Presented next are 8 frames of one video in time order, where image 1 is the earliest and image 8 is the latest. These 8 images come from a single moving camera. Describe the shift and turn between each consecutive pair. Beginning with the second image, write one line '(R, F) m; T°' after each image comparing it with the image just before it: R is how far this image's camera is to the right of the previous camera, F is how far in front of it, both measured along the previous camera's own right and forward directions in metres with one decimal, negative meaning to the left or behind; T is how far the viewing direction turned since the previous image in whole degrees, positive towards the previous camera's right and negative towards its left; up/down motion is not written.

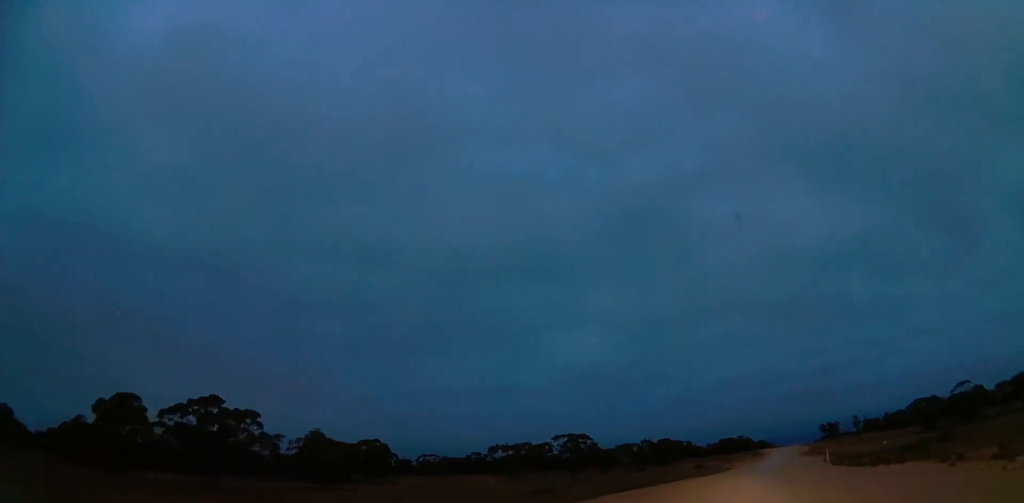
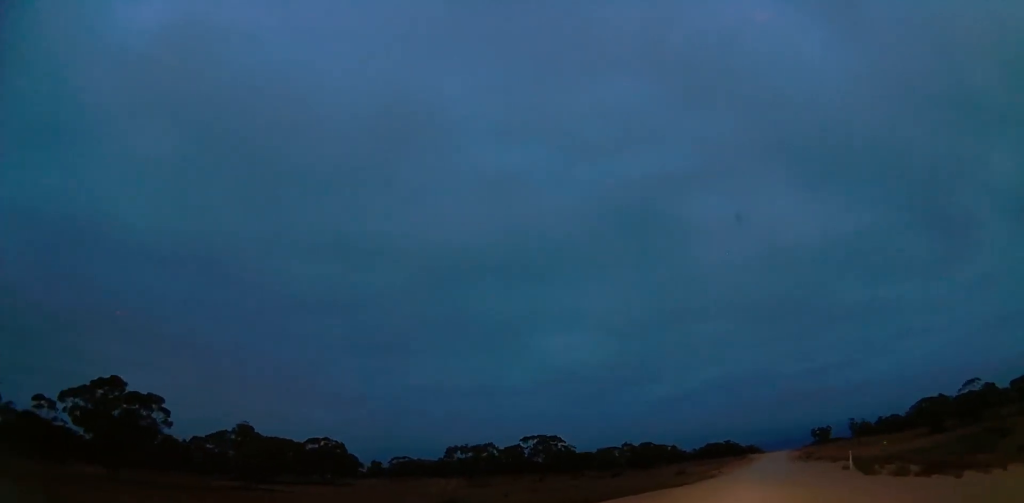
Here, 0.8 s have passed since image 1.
(-0.2, +12.4) m; 0°
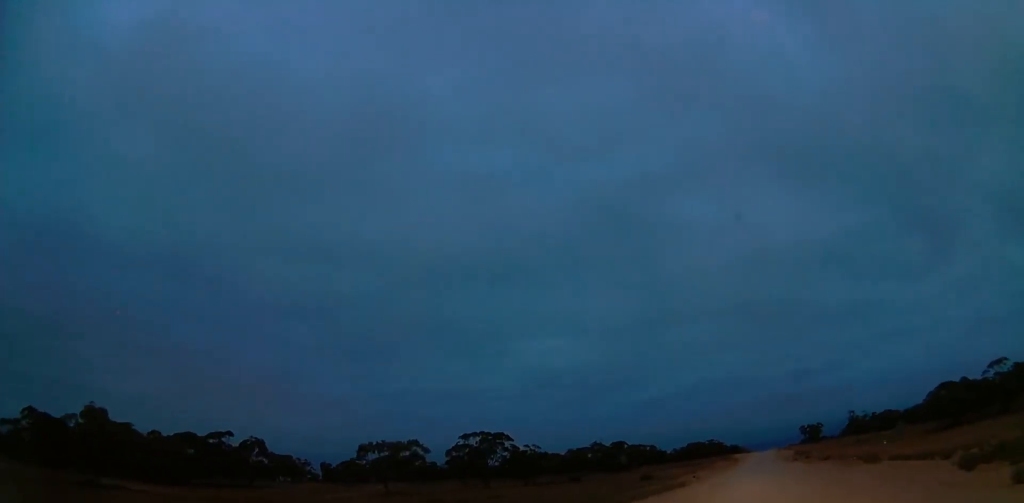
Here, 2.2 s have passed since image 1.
(+0.9, +21.1) m; +5°
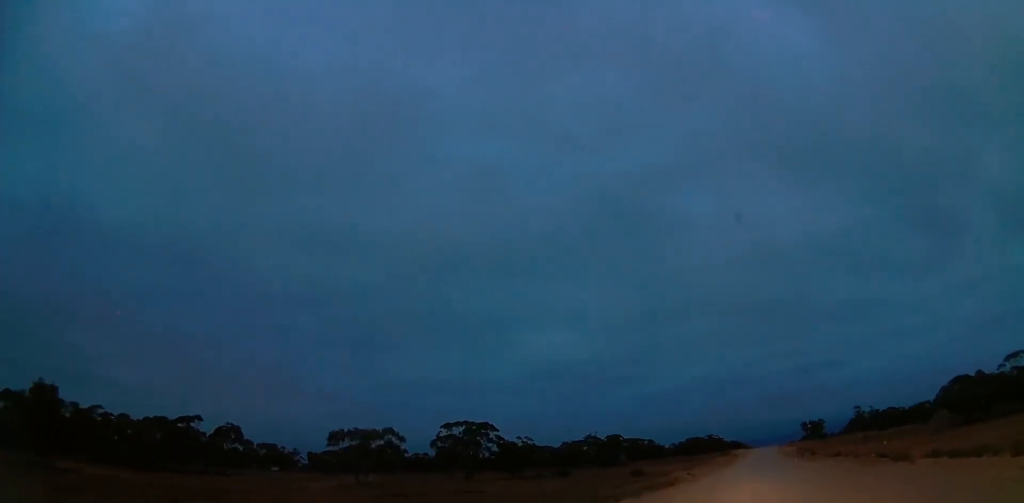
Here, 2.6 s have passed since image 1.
(+0.2, +7.0) m; +1°
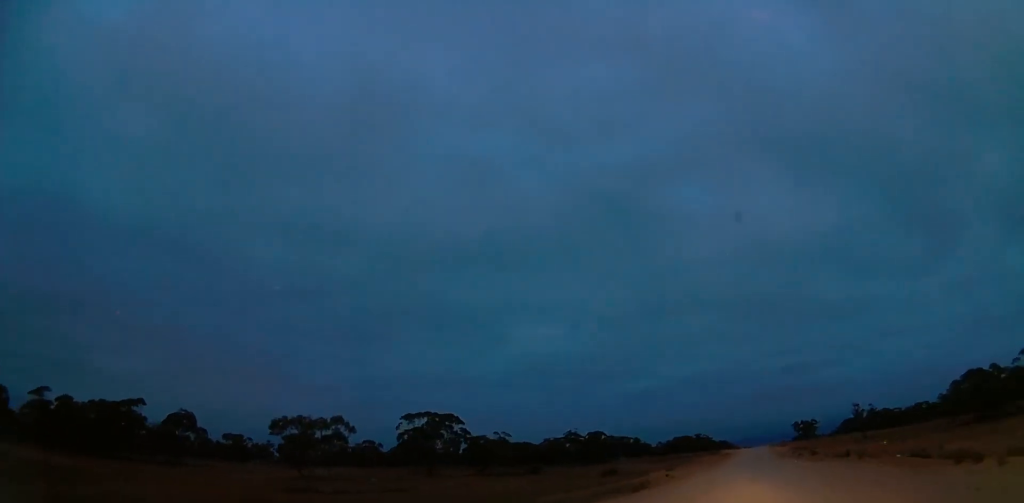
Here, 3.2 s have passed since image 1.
(0.0, +10.1) m; 0°
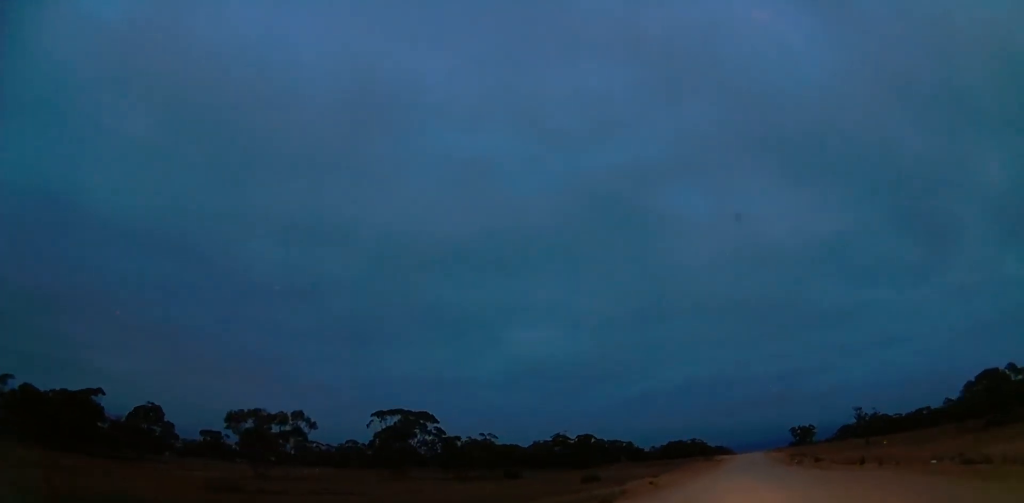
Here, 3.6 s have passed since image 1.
(0.0, +7.4) m; 0°
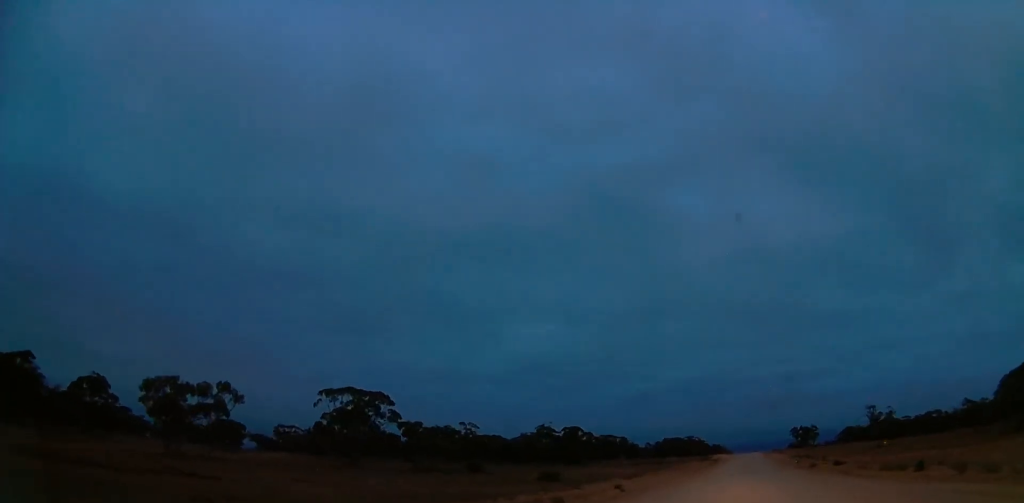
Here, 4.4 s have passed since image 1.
(+0.2, +13.4) m; -1°
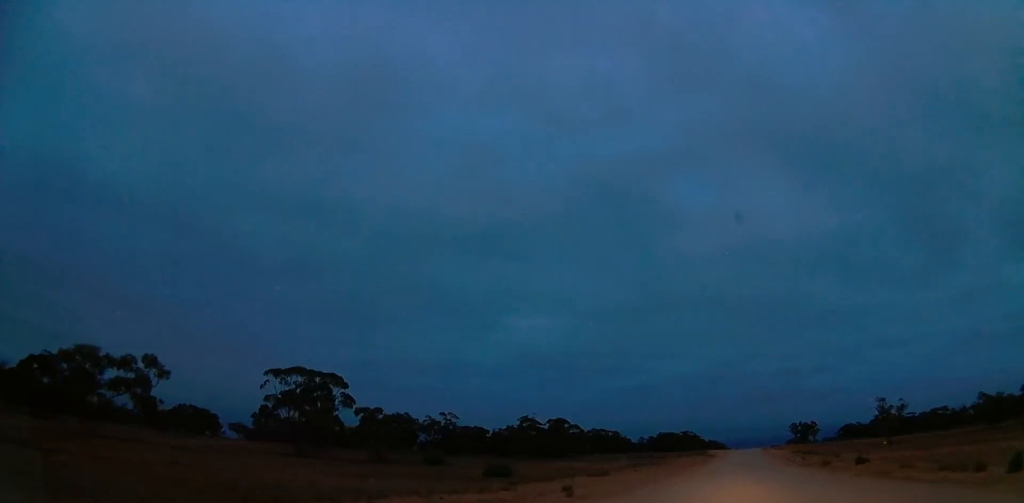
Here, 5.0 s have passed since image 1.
(-0.2, +10.6) m; 0°
